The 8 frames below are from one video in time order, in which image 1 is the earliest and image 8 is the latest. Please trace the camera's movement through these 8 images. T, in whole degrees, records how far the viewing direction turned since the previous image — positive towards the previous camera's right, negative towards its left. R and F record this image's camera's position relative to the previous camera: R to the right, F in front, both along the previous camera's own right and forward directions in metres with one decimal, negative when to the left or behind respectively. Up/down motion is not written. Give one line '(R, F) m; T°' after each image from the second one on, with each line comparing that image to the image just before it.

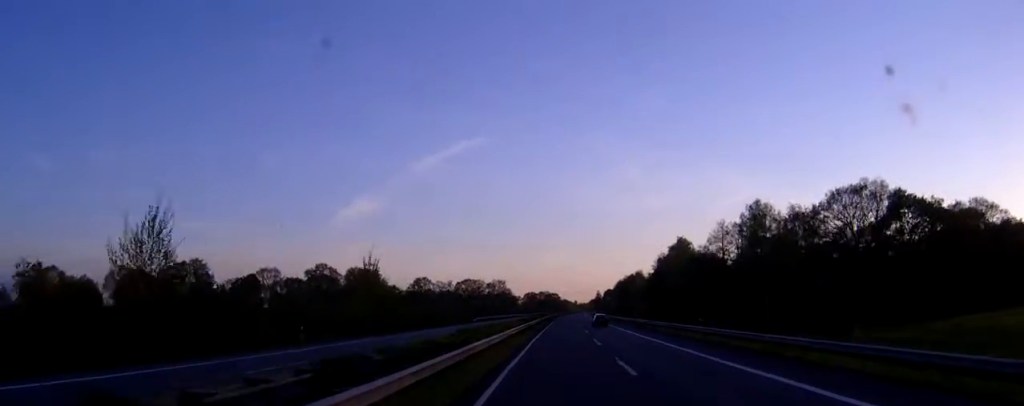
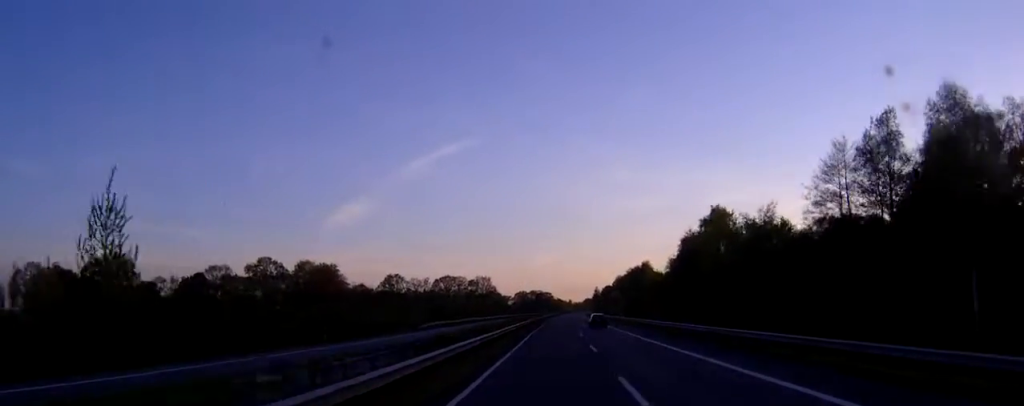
(+0.2, +43.5) m; 0°
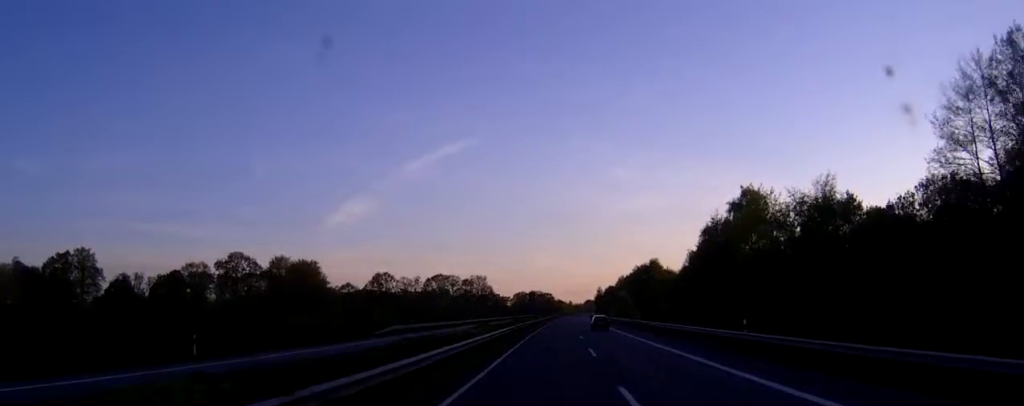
(0.0, +19.3) m; 0°
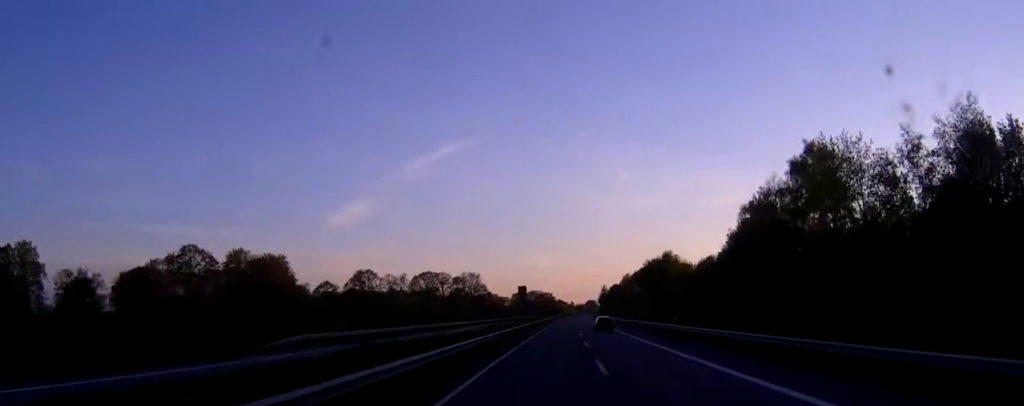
(0.0, +26.0) m; 0°
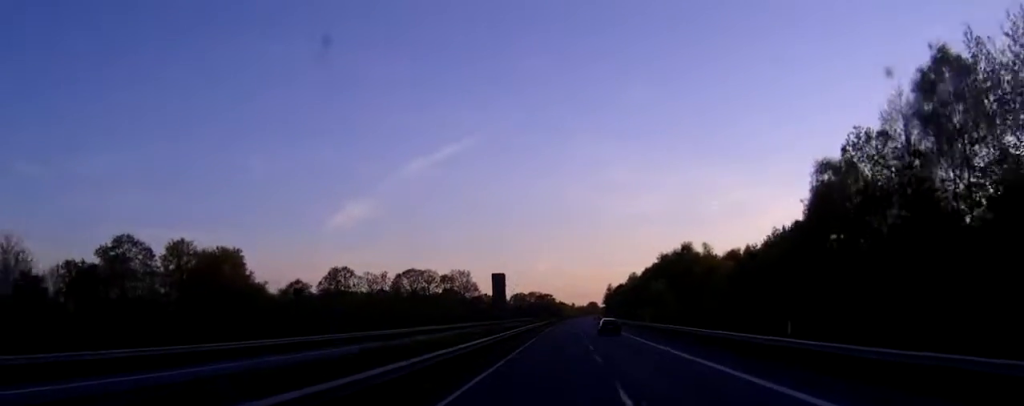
(0.0, +28.0) m; 0°
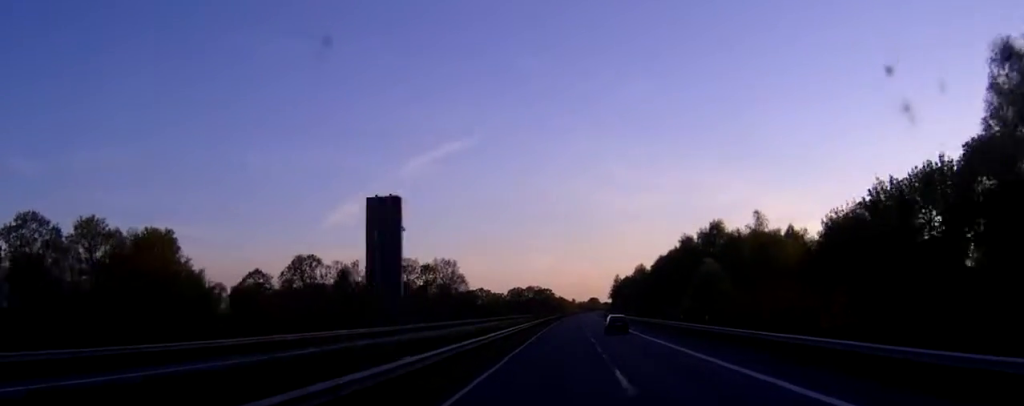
(0.0, +30.9) m; 0°
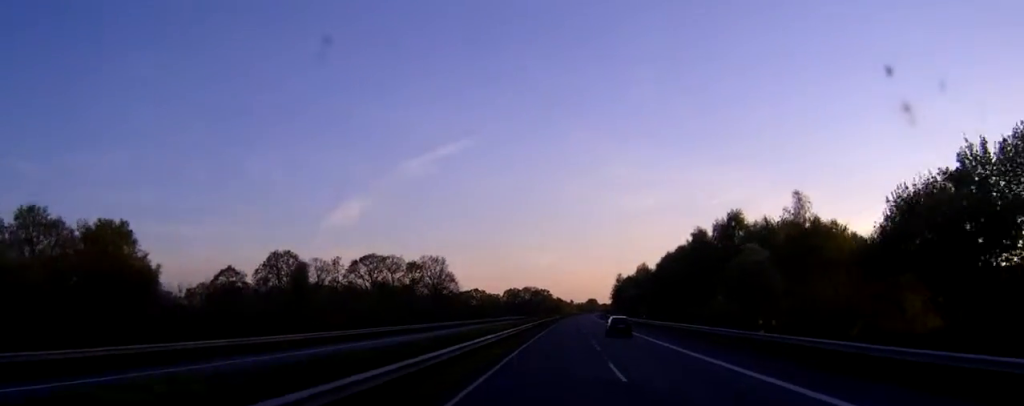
(0.0, +15.4) m; 0°
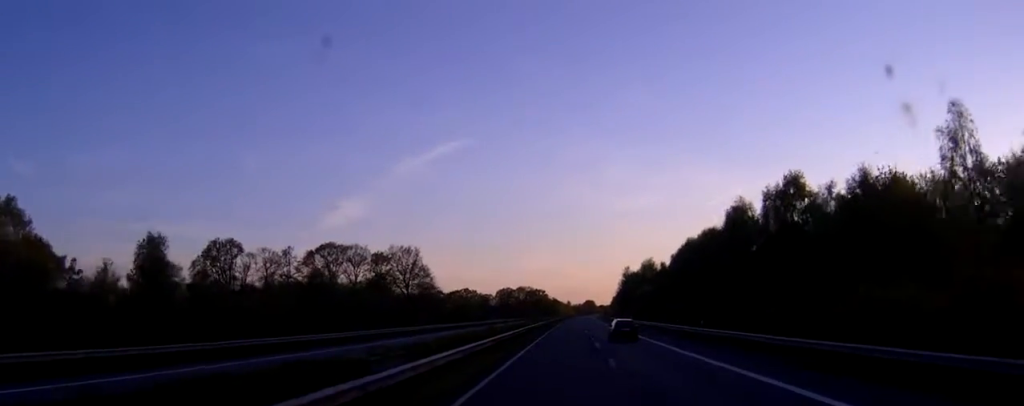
(+0.1, +30.8) m; 0°
